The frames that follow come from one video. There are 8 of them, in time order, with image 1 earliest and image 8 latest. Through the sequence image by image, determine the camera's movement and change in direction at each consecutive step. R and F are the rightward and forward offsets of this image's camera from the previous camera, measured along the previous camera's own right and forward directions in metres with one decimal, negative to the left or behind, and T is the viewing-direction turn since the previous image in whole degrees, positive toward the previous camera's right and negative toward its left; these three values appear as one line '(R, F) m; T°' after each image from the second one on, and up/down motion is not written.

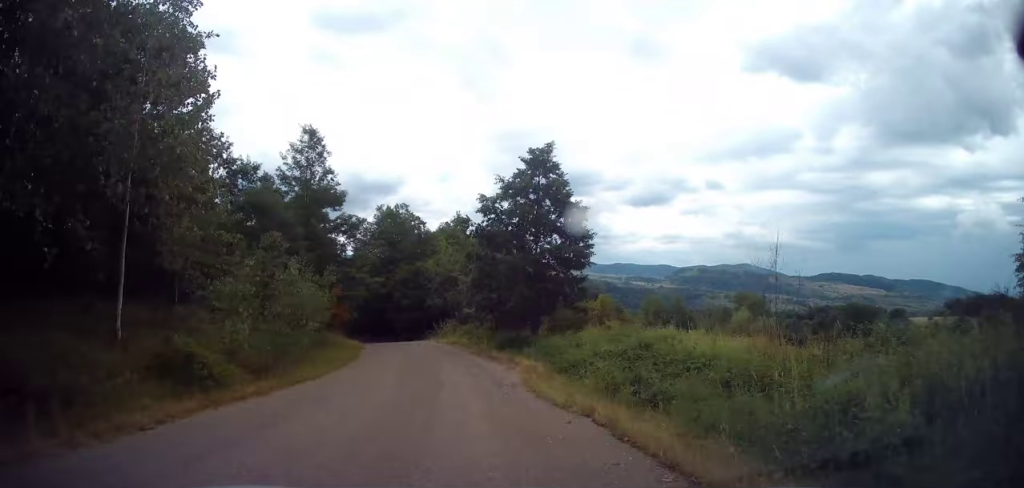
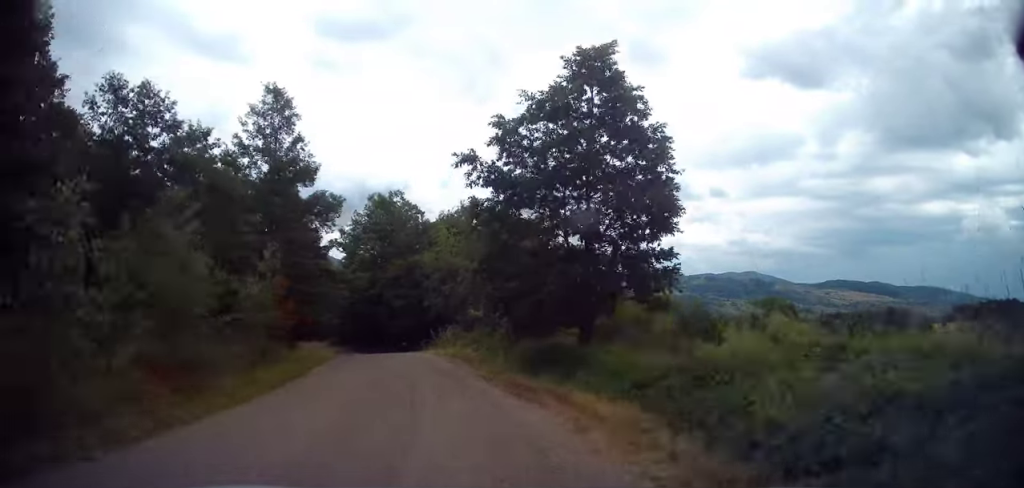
(+0.1, +8.6) m; -2°
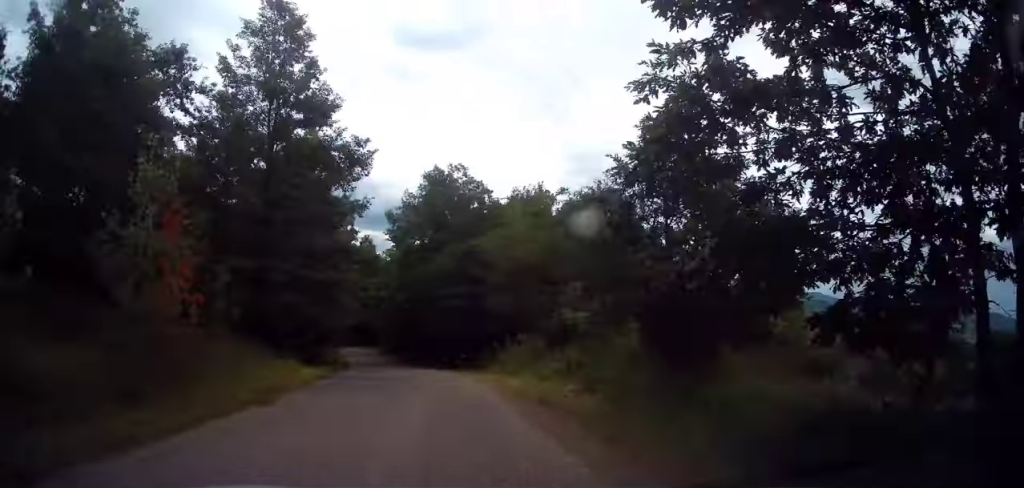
(-0.2, +10.5) m; -5°
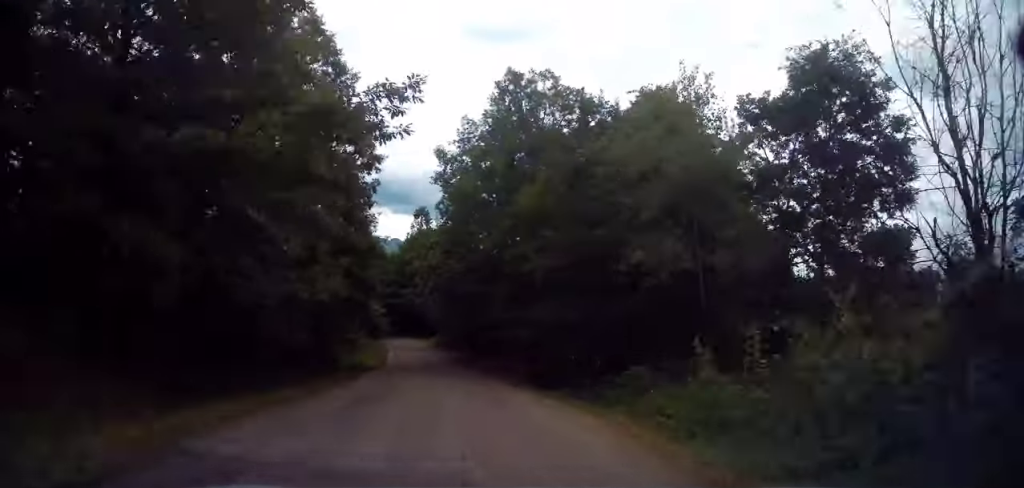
(-1.2, +14.0) m; -8°
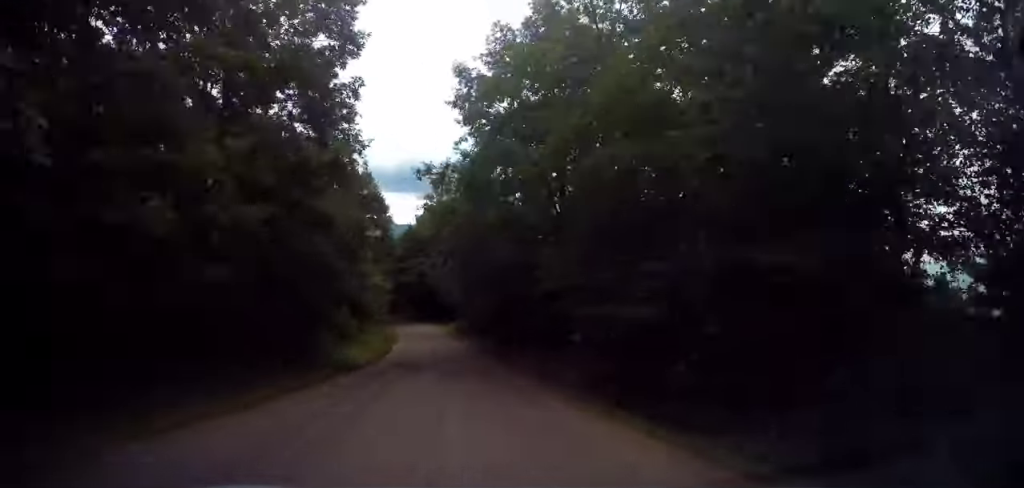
(-0.5, +8.5) m; -1°
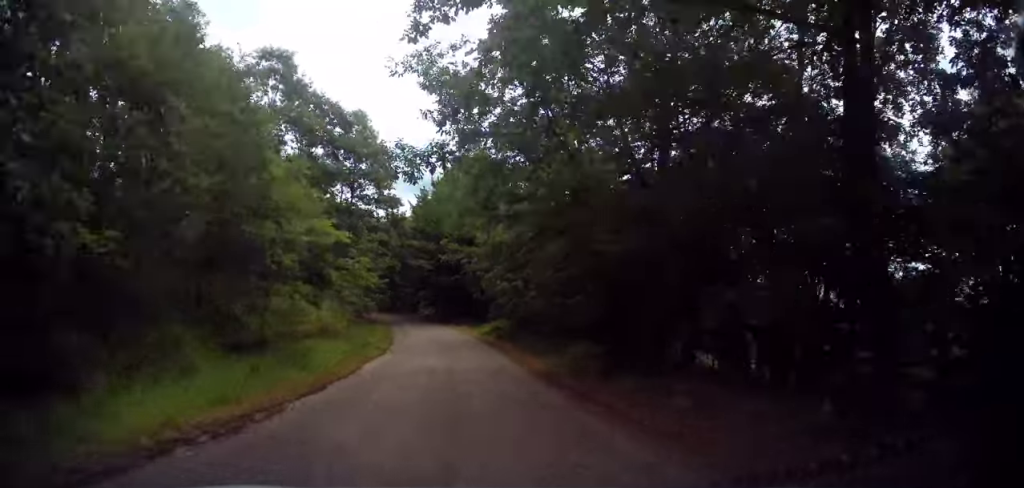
(+0.2, +16.0) m; -3°
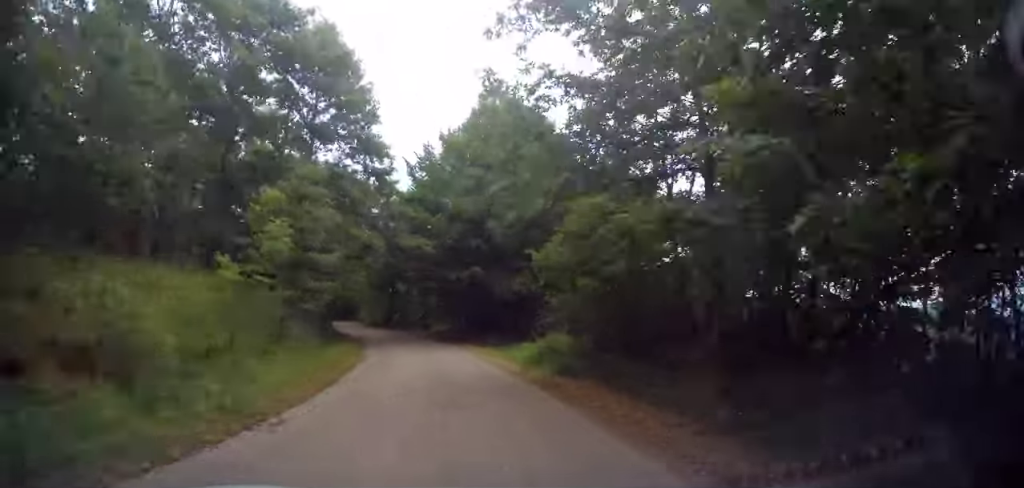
(-0.9, +13.2) m; -4°
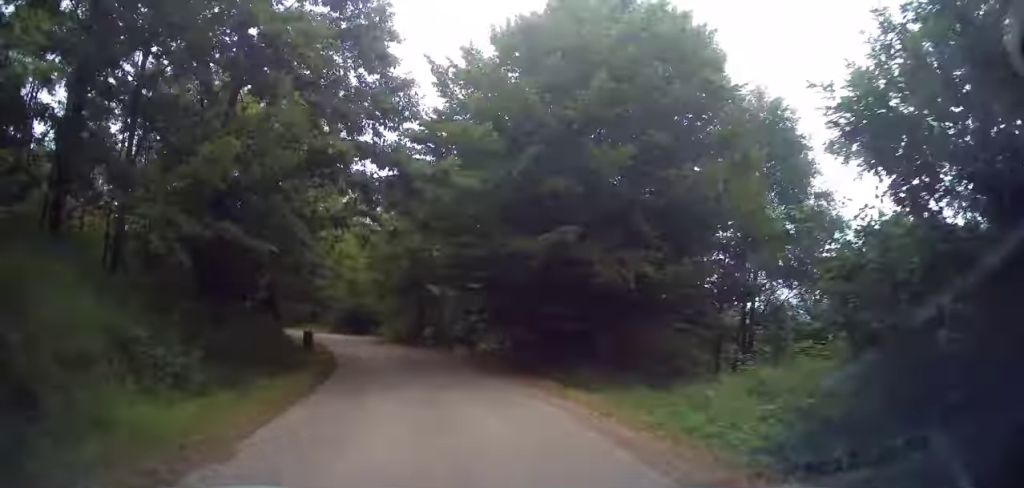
(-0.1, +11.6) m; -5°
